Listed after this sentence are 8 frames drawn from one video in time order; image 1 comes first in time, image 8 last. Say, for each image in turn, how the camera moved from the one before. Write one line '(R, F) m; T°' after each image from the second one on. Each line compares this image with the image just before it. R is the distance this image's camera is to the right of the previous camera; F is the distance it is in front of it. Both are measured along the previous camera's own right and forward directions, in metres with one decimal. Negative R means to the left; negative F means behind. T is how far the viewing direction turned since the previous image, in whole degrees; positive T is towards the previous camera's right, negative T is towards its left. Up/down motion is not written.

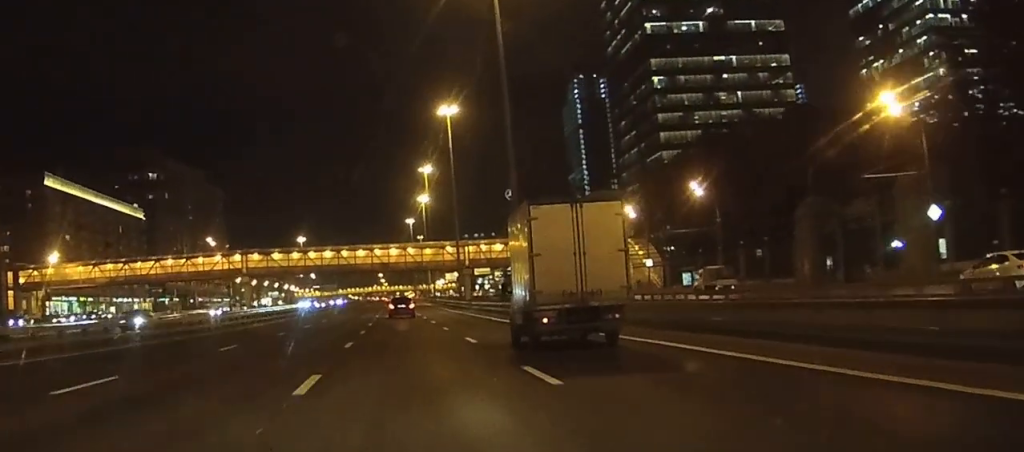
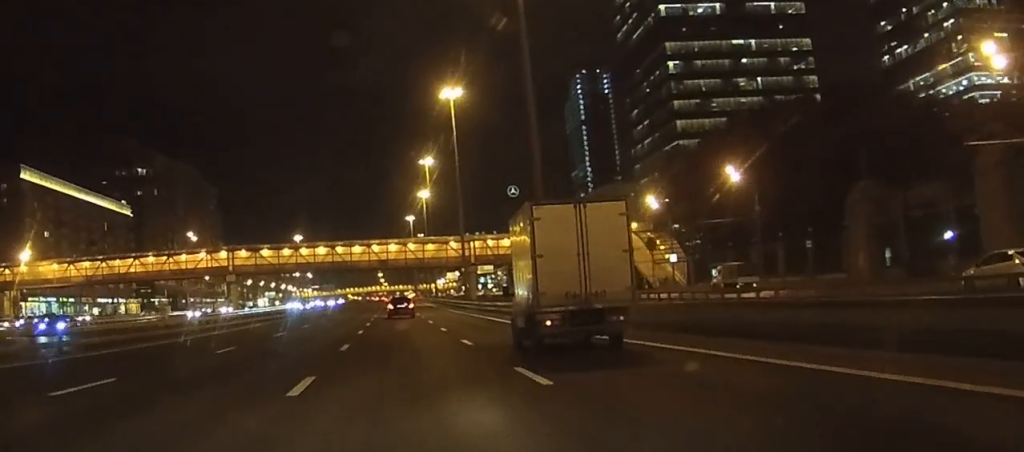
(0.0, +12.2) m; 0°
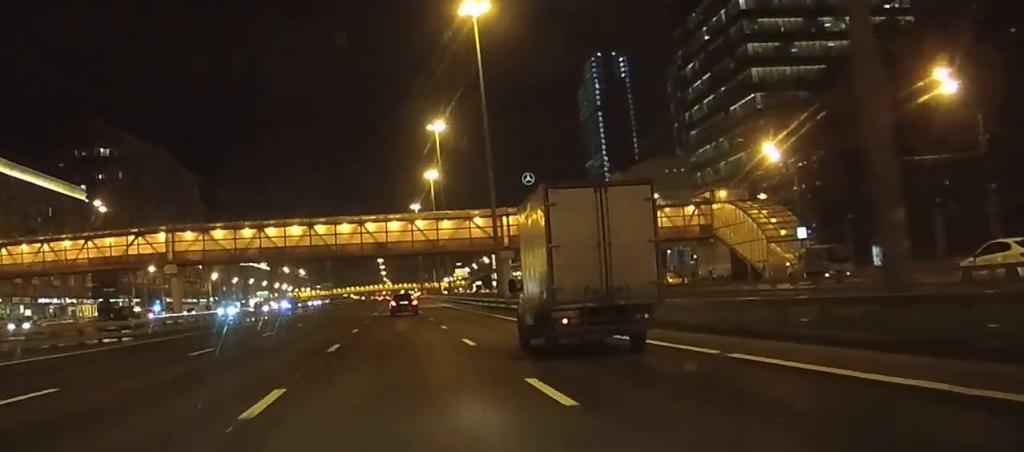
(+0.3, +38.3) m; +1°
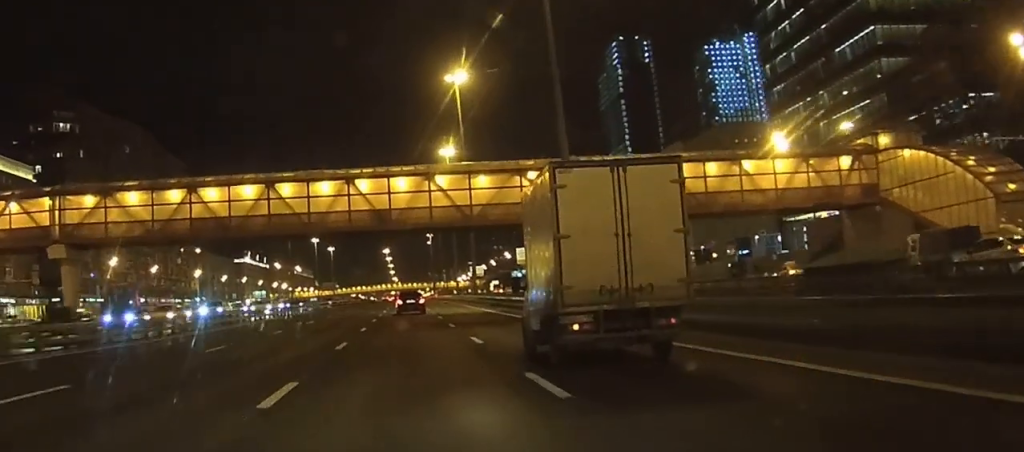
(0.0, +35.1) m; 0°
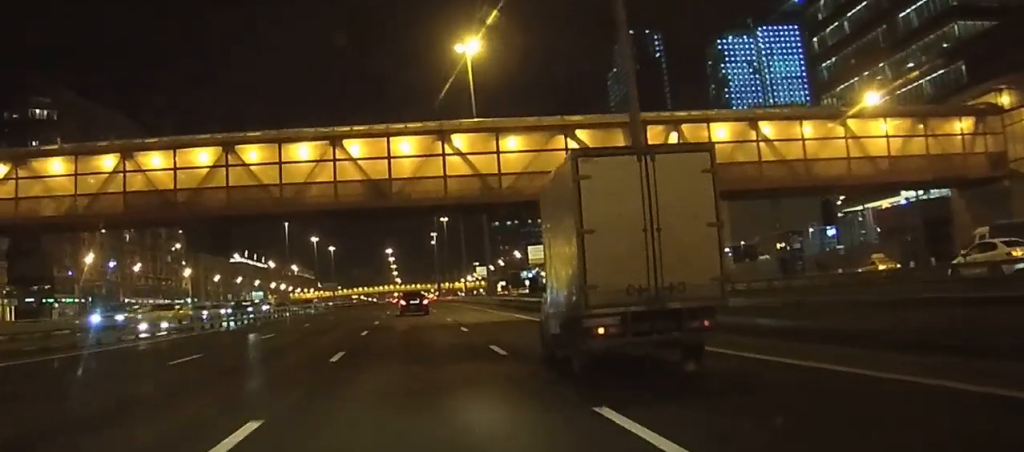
(-0.1, +15.7) m; 0°
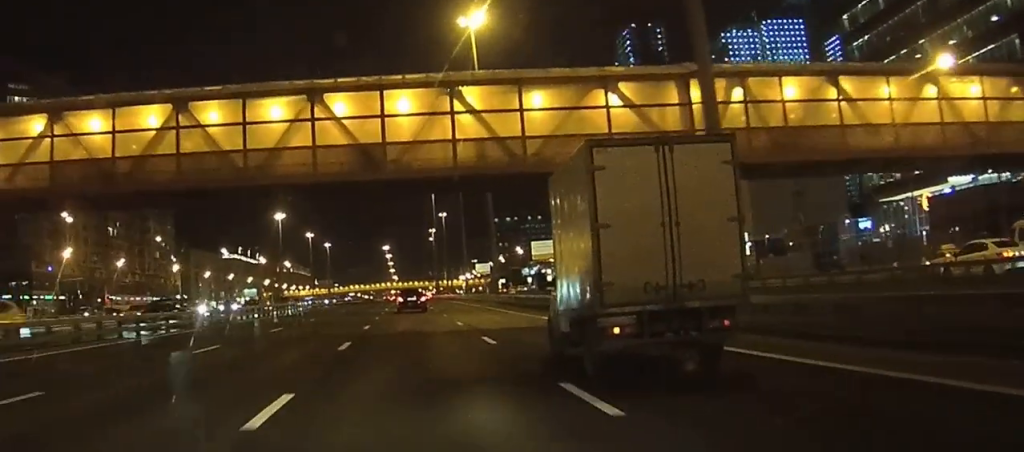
(0.0, +9.8) m; 0°
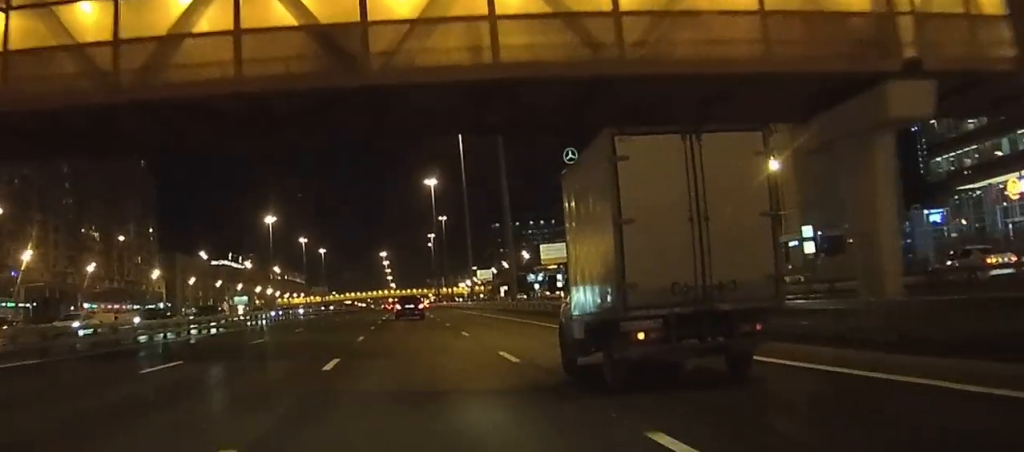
(-0.1, +16.2) m; 0°
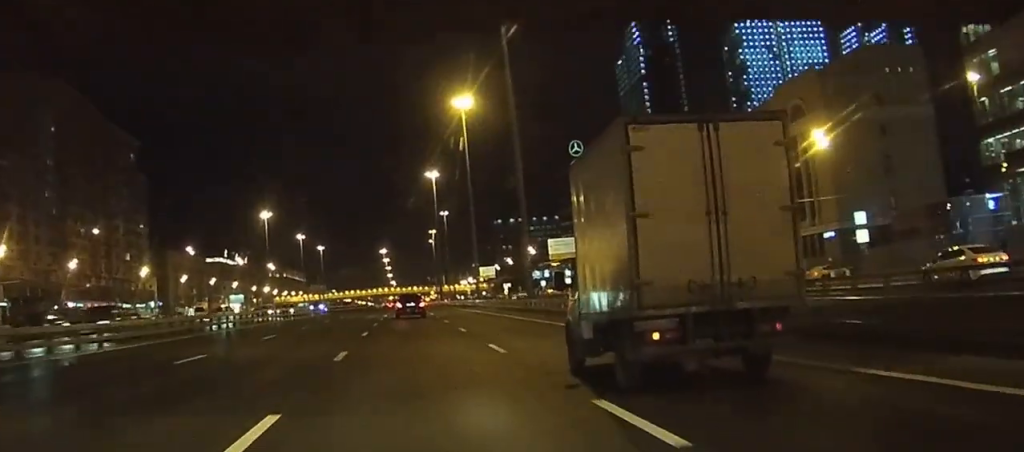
(0.0, +9.7) m; 0°
